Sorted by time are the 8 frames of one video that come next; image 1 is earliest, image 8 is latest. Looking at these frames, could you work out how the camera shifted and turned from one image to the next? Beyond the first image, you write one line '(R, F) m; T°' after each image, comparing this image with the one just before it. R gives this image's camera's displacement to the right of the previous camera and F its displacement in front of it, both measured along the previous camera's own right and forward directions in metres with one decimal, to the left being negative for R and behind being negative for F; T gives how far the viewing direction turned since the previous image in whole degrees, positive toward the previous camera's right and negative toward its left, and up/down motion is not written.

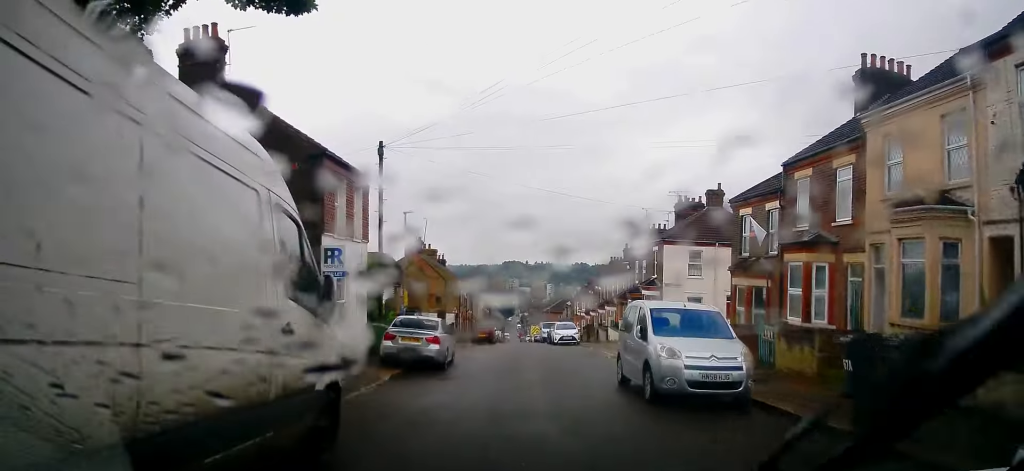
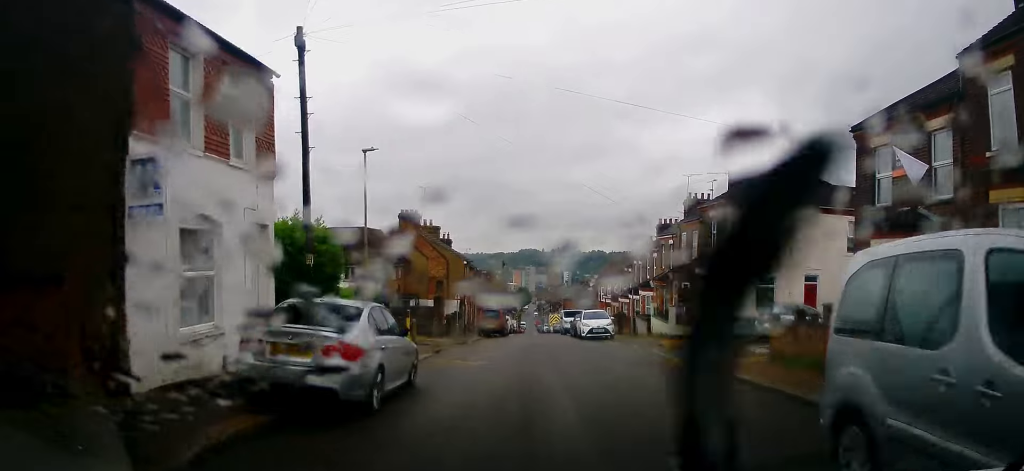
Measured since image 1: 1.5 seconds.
(-0.7, +8.6) m; -5°
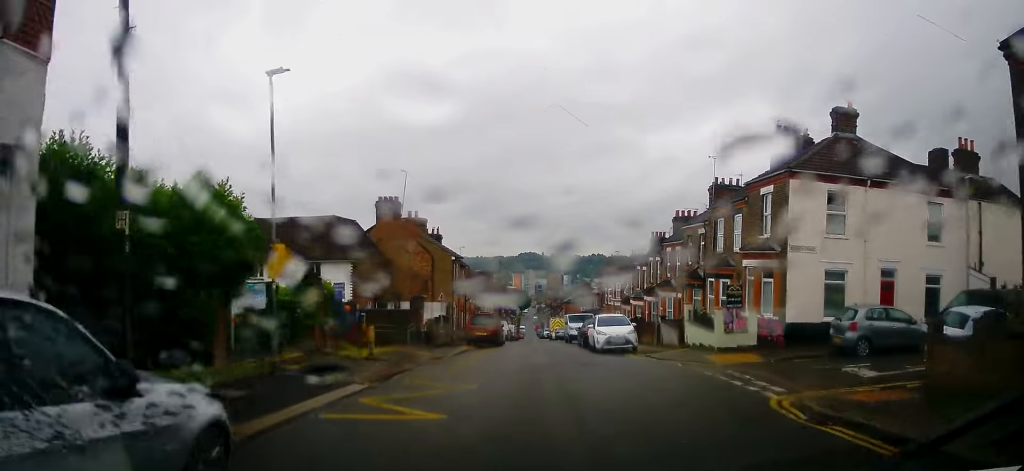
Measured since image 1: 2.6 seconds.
(+0.3, +6.5) m; +3°
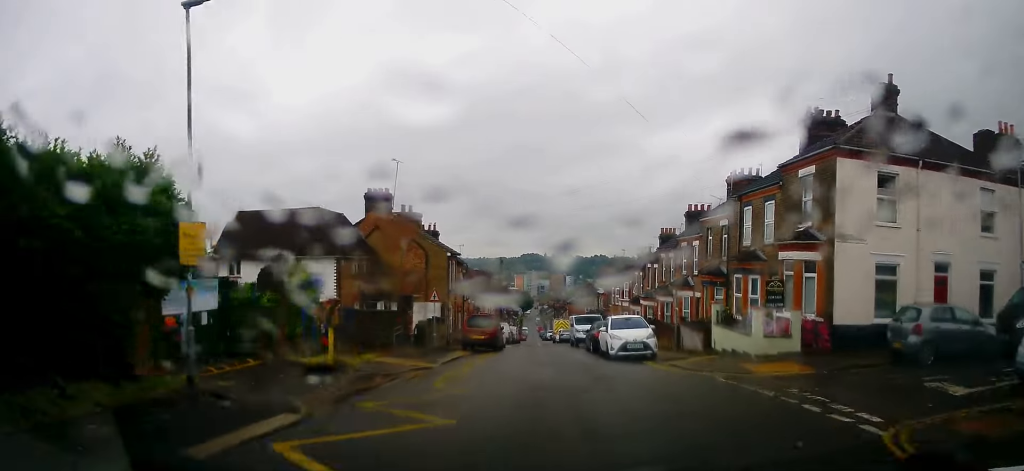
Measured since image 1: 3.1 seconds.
(0.0, +3.1) m; 0°
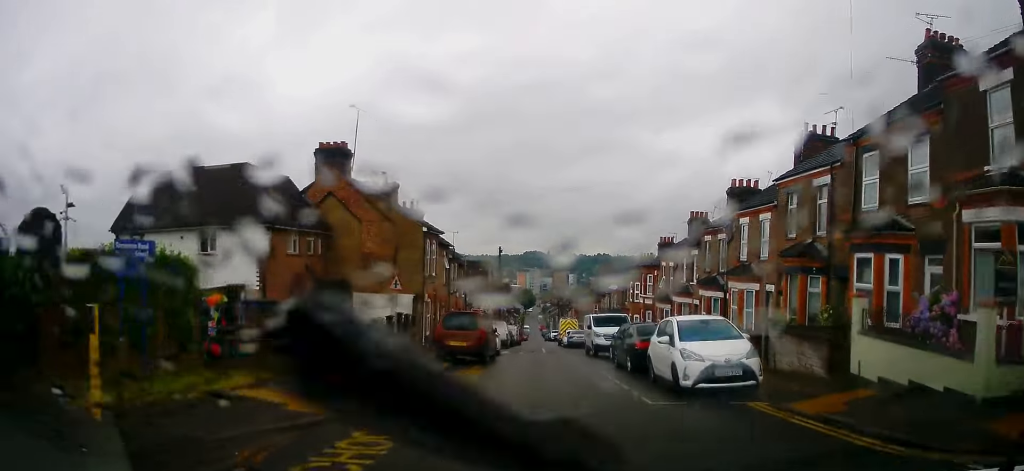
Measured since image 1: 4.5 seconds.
(0.0, +8.8) m; 0°
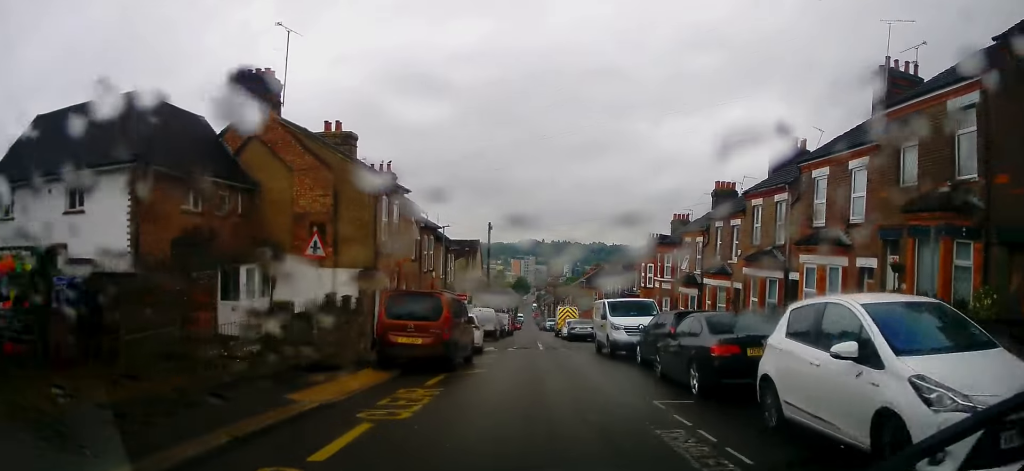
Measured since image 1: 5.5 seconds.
(0.0, +7.3) m; 0°
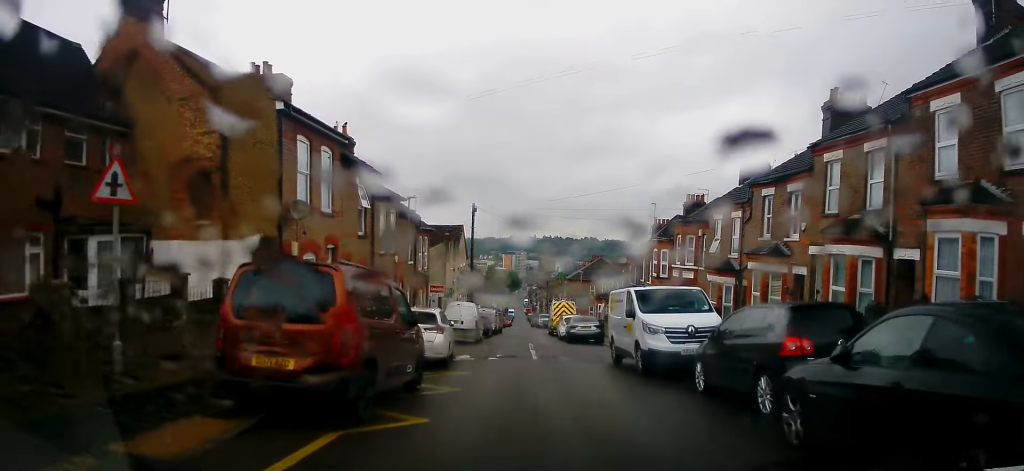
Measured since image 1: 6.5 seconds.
(-0.1, +6.8) m; -2°
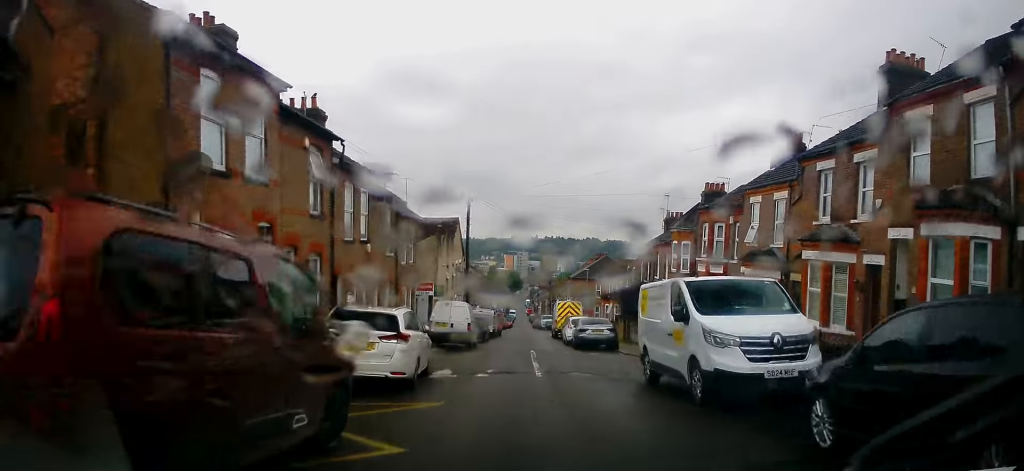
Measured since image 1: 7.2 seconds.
(-0.1, +4.4) m; 0°
